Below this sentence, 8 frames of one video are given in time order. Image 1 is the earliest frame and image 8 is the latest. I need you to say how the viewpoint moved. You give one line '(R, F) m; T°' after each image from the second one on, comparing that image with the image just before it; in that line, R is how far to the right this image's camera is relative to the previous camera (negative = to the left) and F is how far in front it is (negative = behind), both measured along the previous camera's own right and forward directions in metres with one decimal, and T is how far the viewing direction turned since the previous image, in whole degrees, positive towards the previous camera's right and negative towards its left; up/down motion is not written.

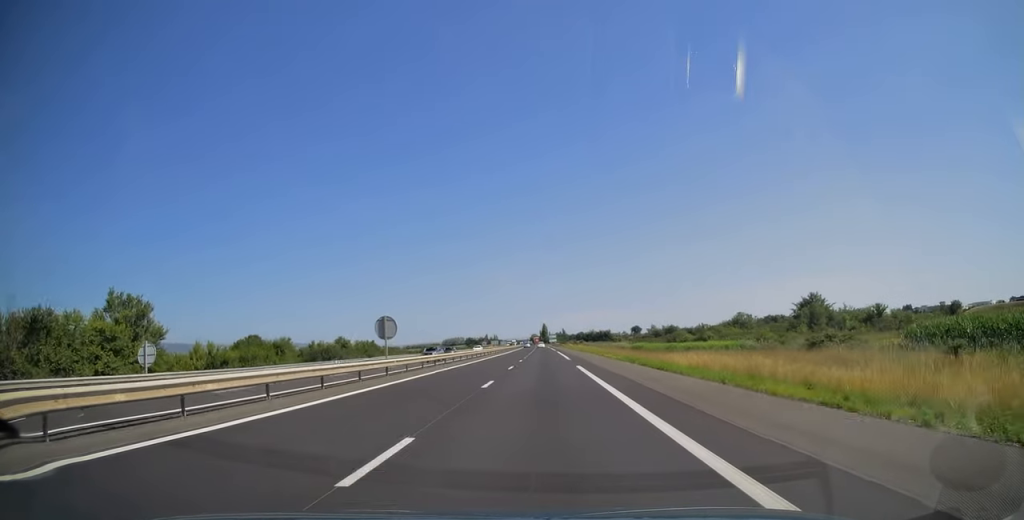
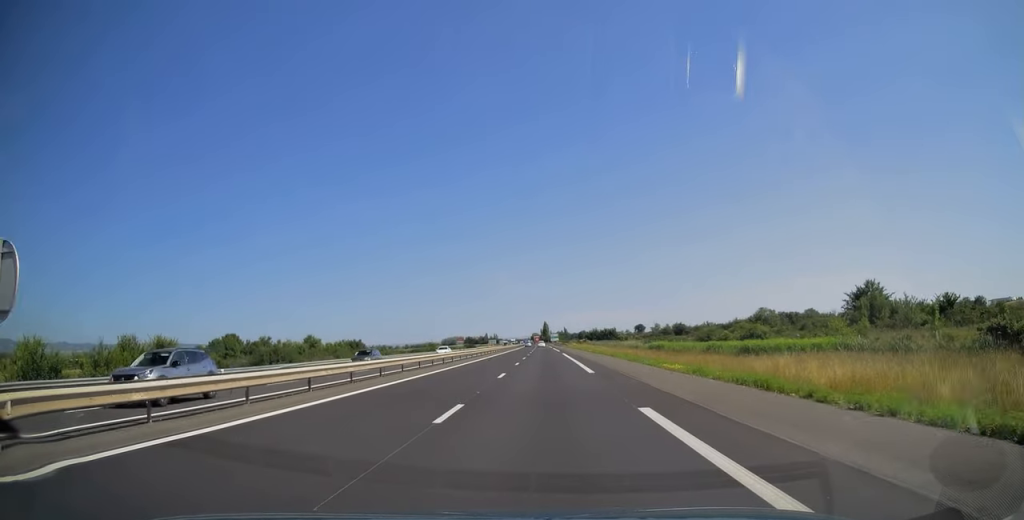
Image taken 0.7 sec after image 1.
(-0.1, +21.1) m; 0°
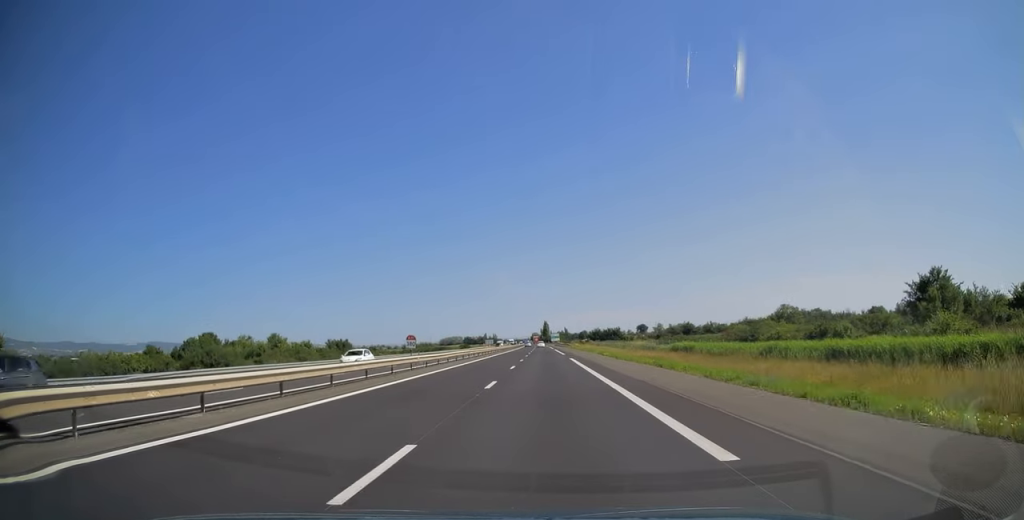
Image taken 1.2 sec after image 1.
(0.0, +18.1) m; 0°
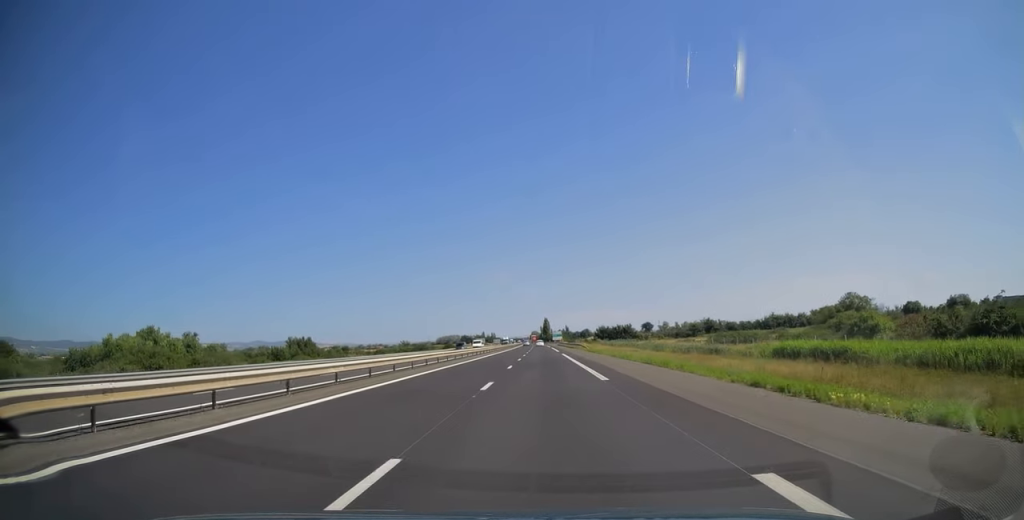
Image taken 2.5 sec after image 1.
(0.0, +39.6) m; 0°
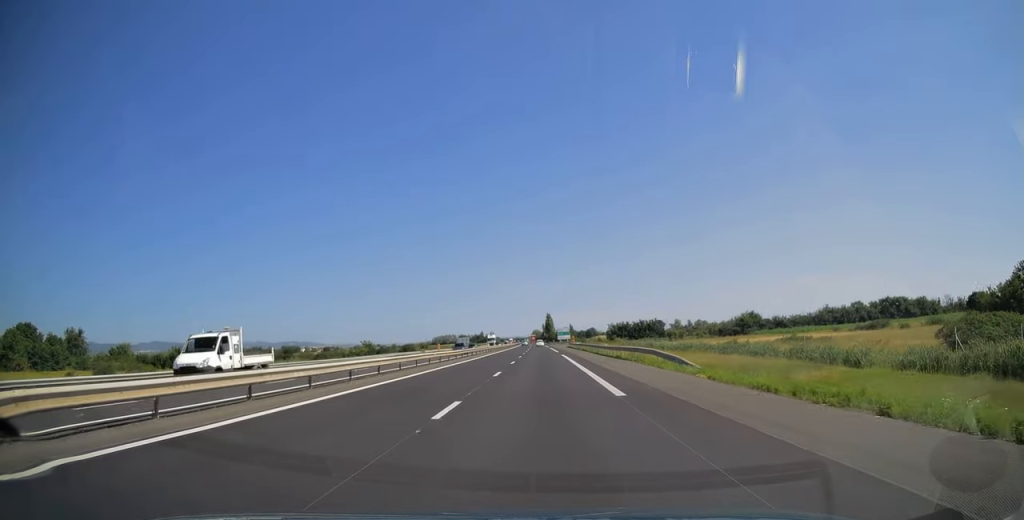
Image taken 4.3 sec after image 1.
(-0.1, +58.1) m; 0°
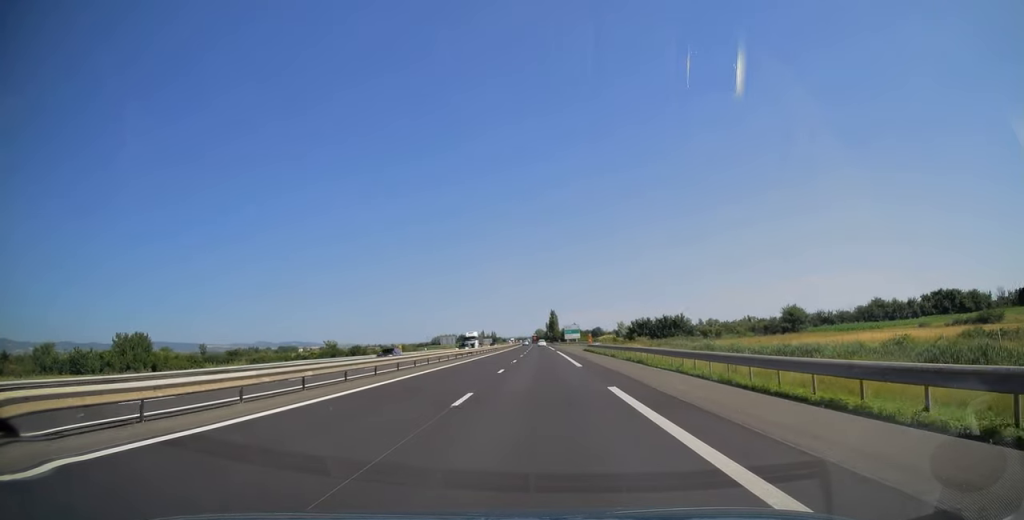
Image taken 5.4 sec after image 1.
(0.0, +36.5) m; 0°
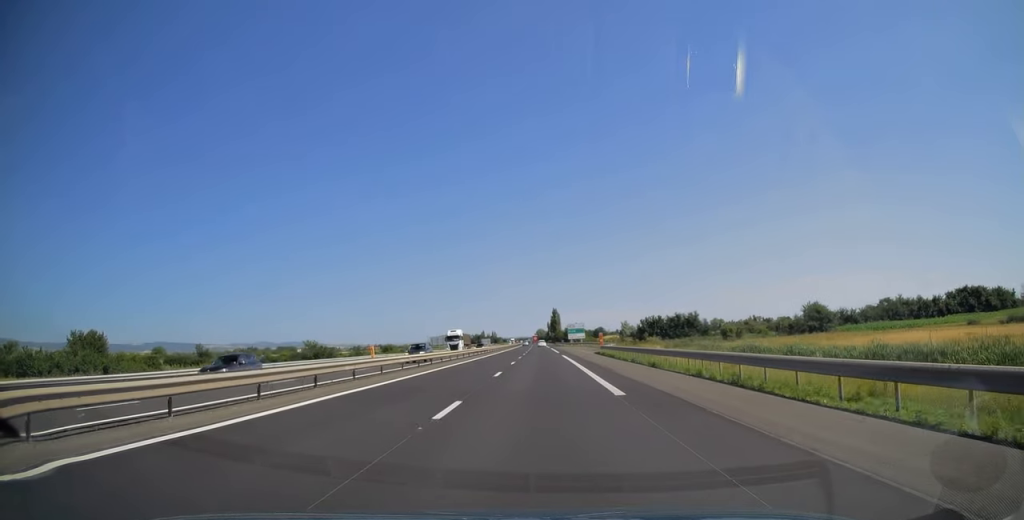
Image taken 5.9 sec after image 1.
(0.0, +15.1) m; 0°
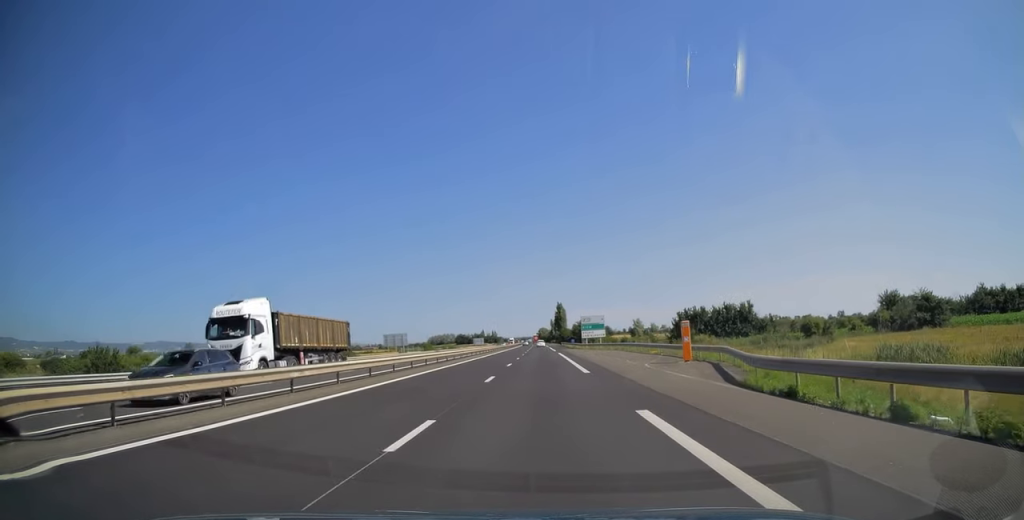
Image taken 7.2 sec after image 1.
(-0.1, +42.0) m; 0°
